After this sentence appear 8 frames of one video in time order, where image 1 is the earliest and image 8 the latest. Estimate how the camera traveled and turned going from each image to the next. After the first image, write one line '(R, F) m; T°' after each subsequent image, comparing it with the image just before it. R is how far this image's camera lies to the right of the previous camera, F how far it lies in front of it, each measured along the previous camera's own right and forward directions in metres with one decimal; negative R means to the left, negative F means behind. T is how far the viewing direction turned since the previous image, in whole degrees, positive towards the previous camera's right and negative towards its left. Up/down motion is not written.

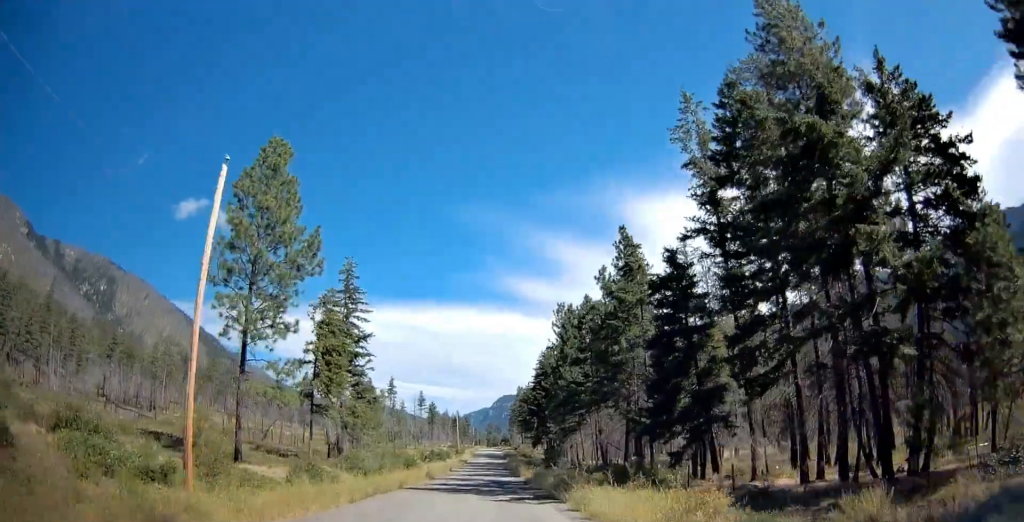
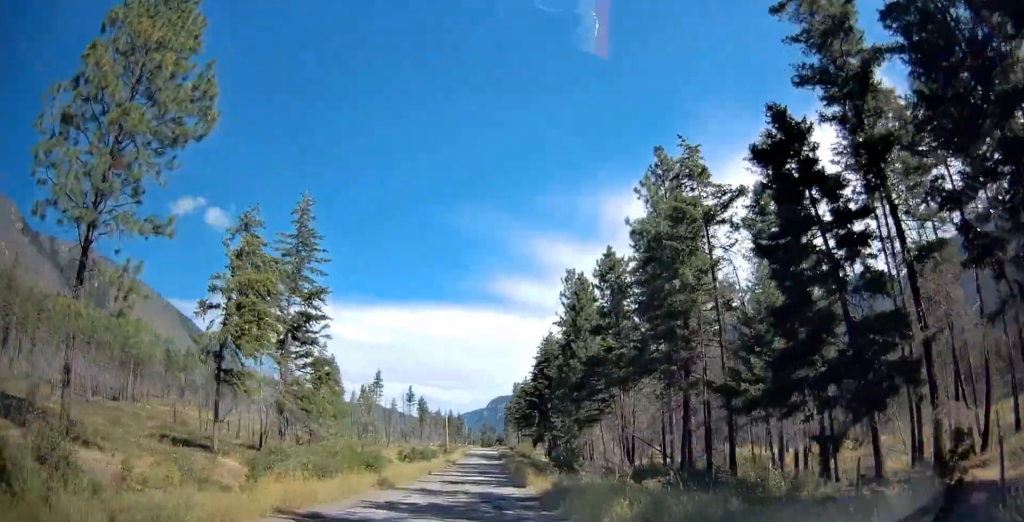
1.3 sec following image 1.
(+0.5, +16.1) m; 0°
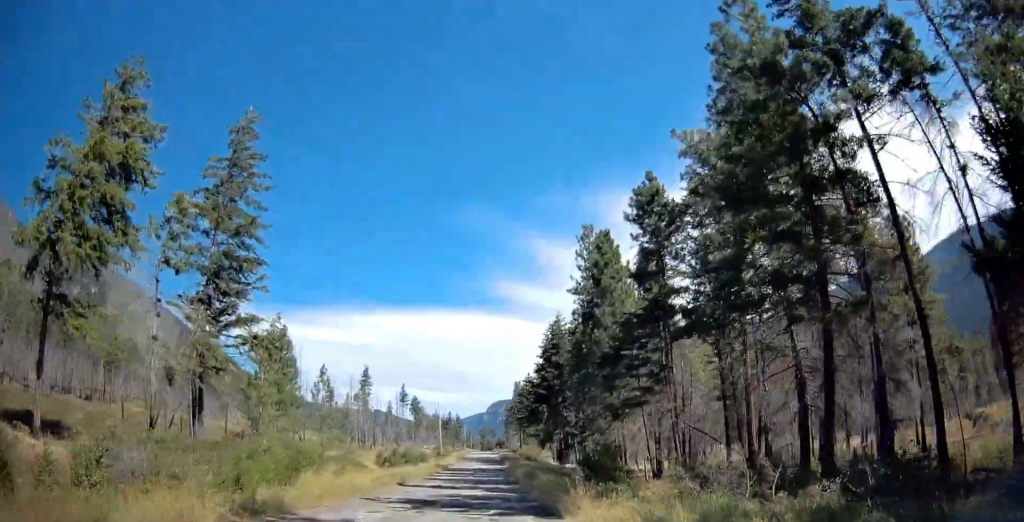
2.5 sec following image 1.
(-0.3, +14.6) m; 0°
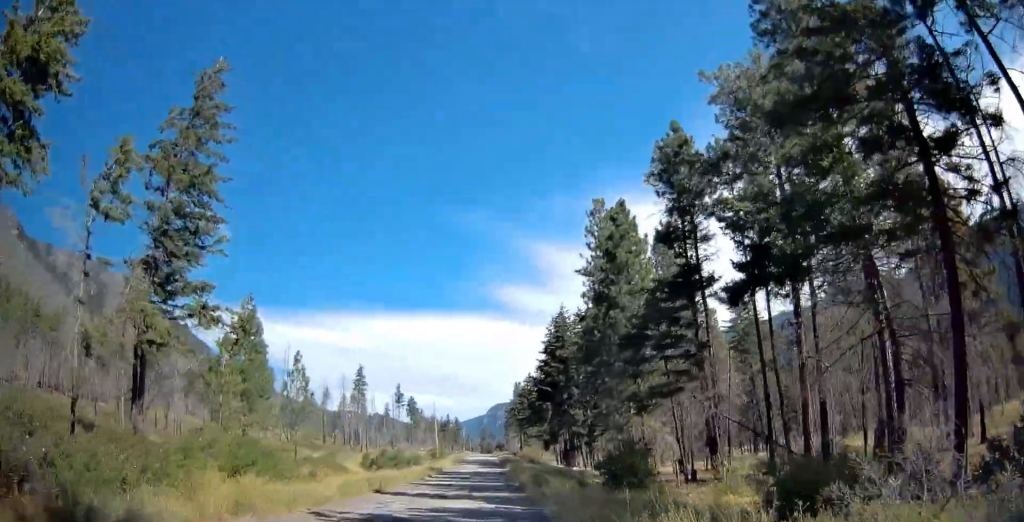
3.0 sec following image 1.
(+0.3, +6.3) m; 0°
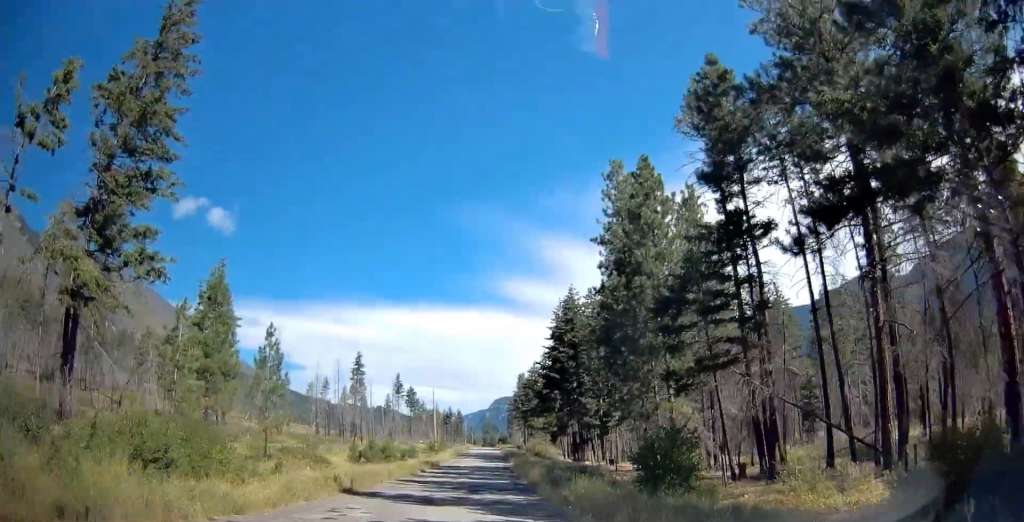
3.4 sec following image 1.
(-0.1, +5.9) m; 0°
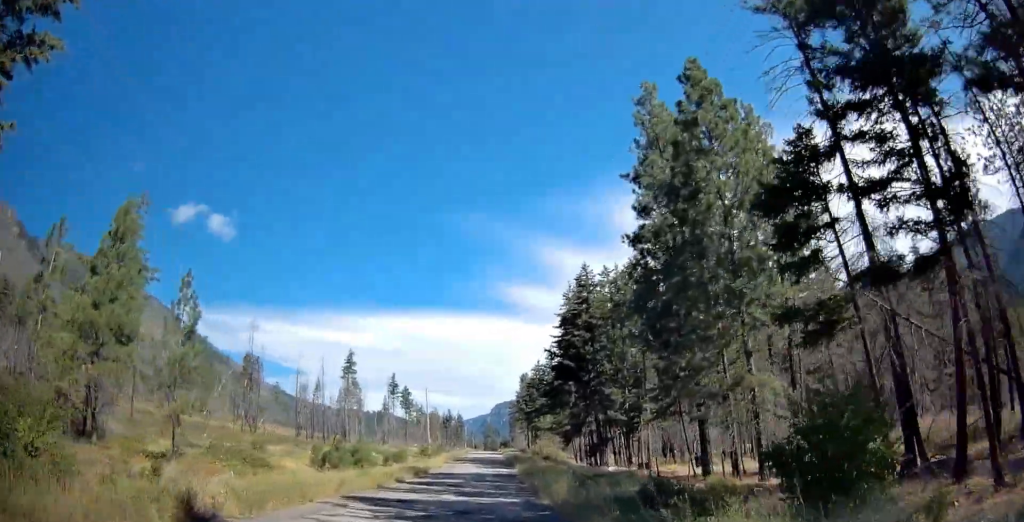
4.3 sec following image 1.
(-0.4, +11.1) m; 0°
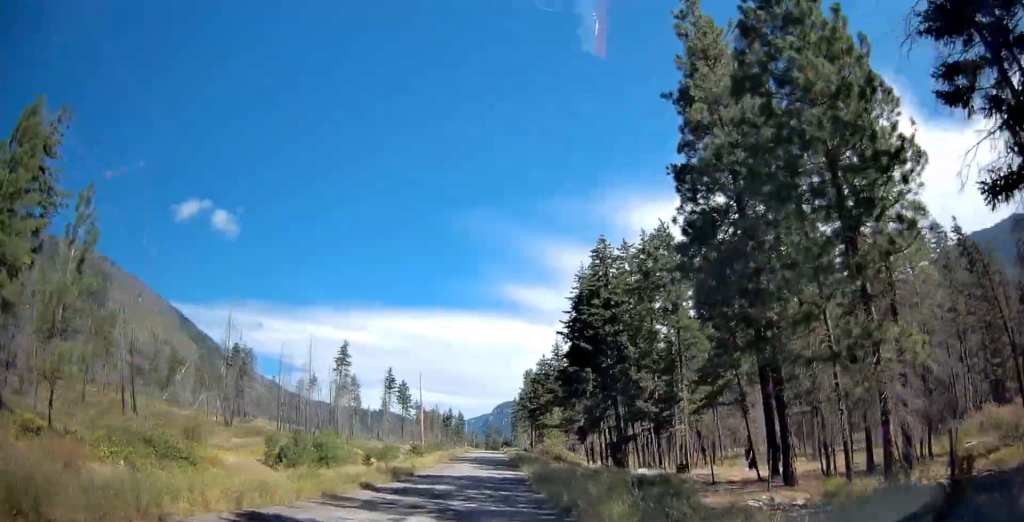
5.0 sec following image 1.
(+0.4, +8.6) m; 0°
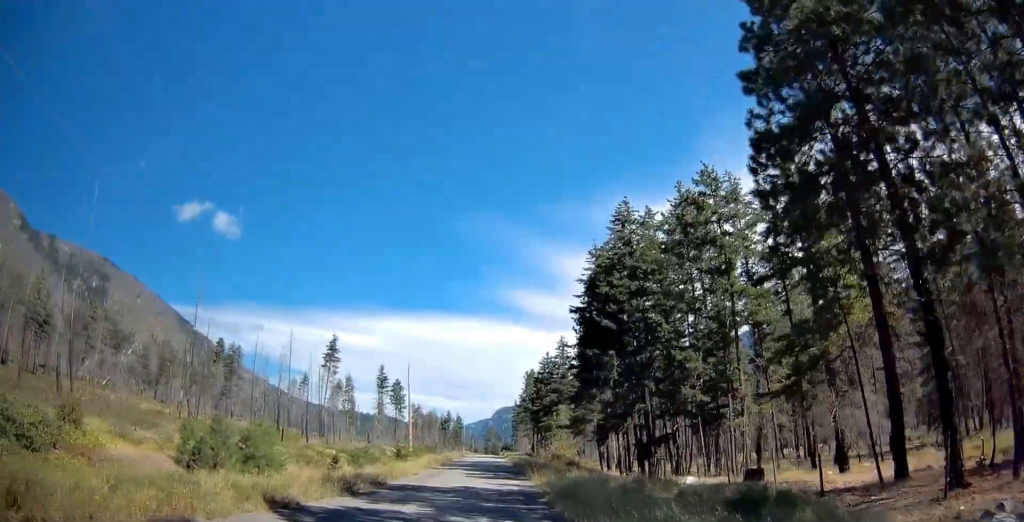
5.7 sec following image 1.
(-0.2, +9.5) m; -1°
